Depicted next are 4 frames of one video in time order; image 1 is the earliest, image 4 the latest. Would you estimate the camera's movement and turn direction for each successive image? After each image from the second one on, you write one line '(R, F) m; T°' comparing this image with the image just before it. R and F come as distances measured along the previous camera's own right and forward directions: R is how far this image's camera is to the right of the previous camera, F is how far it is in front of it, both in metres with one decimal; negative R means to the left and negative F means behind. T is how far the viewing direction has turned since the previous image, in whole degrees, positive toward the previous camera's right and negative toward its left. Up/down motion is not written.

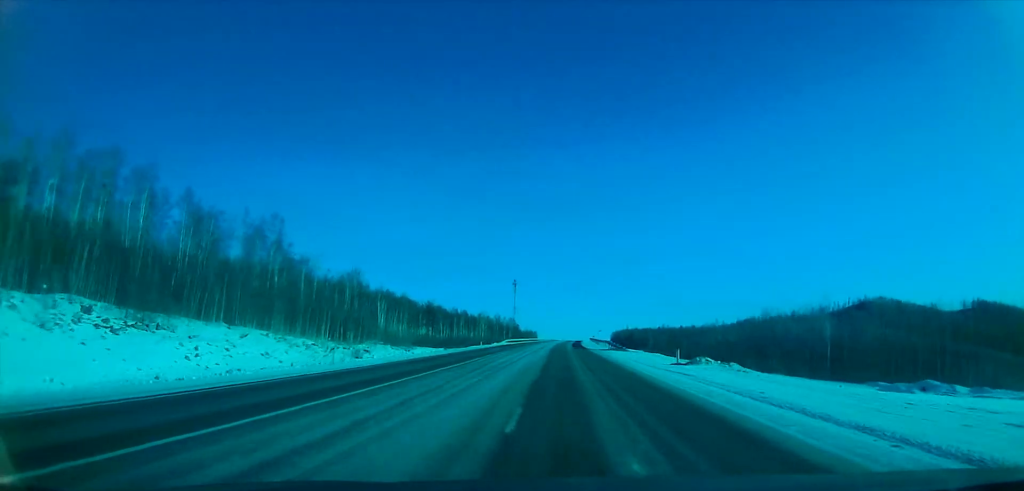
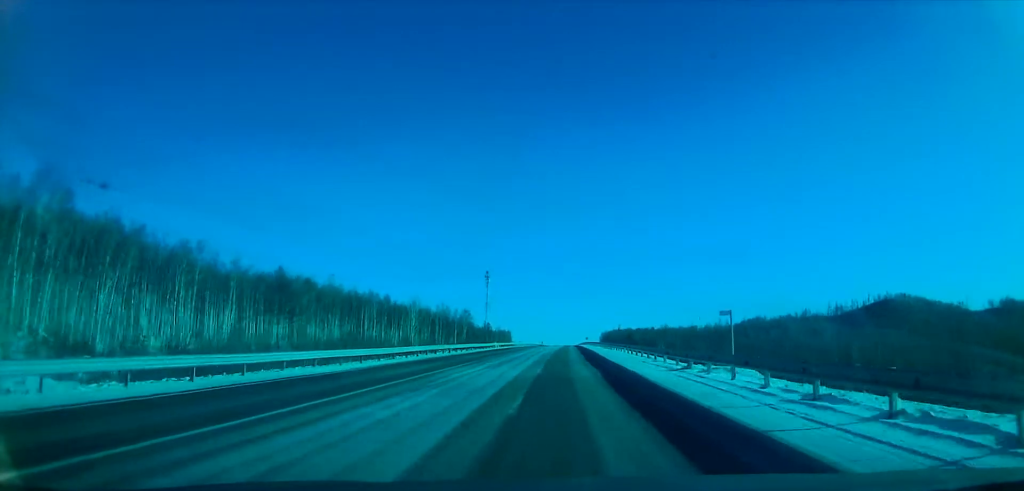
(+4.3, +105.7) m; +1°
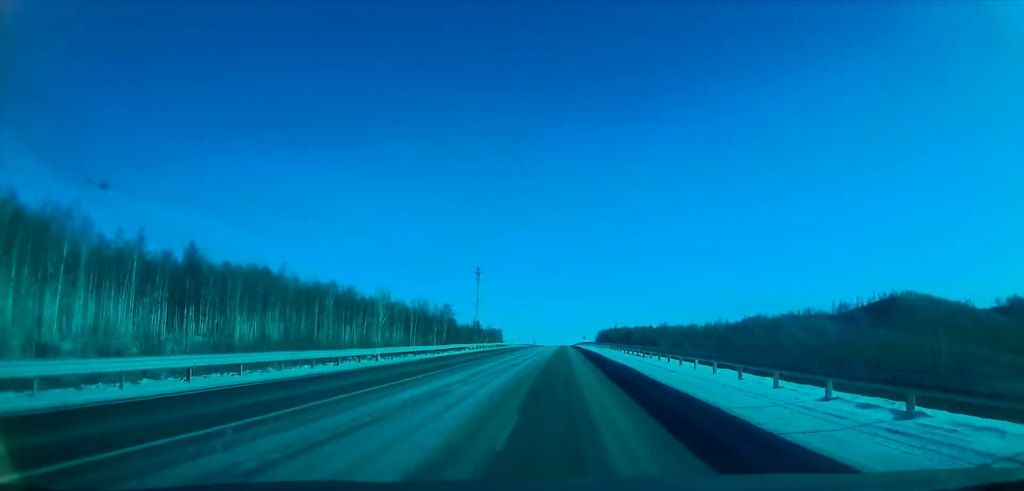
(-0.9, +27.4) m; 0°
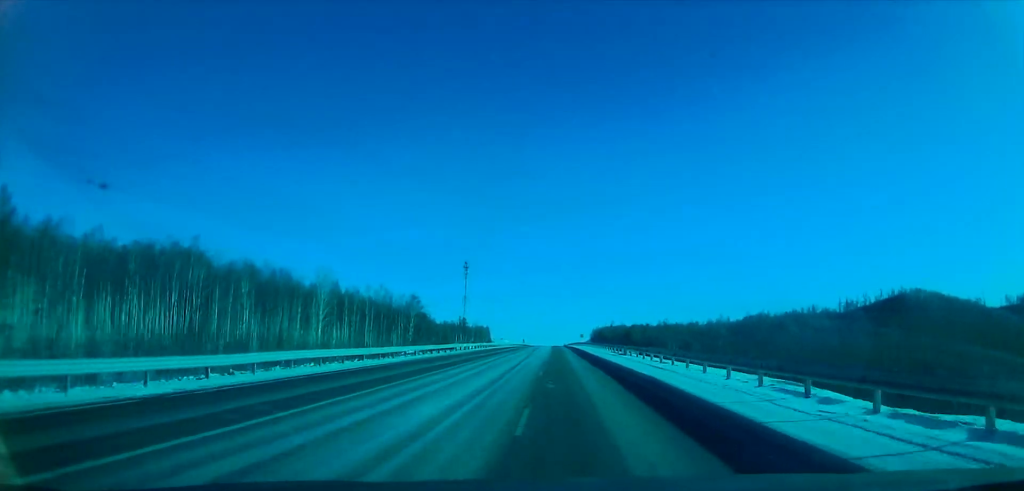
(+1.3, +35.0) m; +2°
